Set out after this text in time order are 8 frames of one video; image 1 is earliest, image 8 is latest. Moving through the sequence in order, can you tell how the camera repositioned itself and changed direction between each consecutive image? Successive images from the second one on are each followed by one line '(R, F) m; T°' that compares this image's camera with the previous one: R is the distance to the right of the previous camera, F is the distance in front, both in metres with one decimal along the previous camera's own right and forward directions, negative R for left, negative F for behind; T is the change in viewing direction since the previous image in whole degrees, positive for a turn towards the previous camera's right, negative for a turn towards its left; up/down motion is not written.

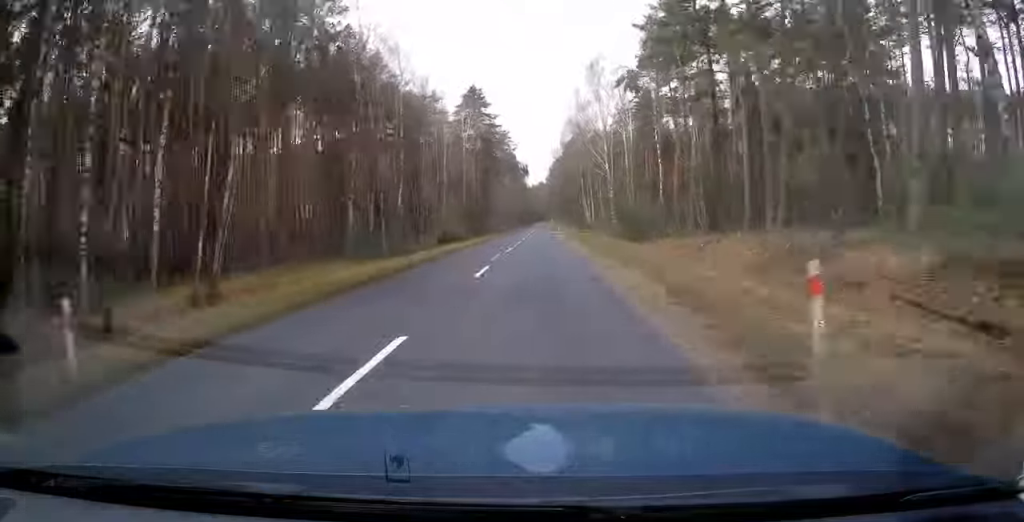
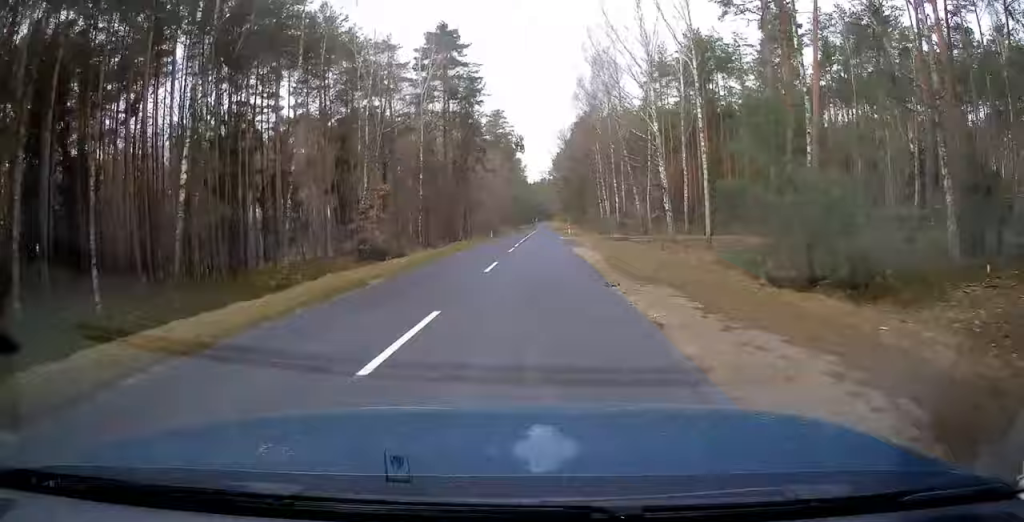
(+0.2, +34.6) m; 0°
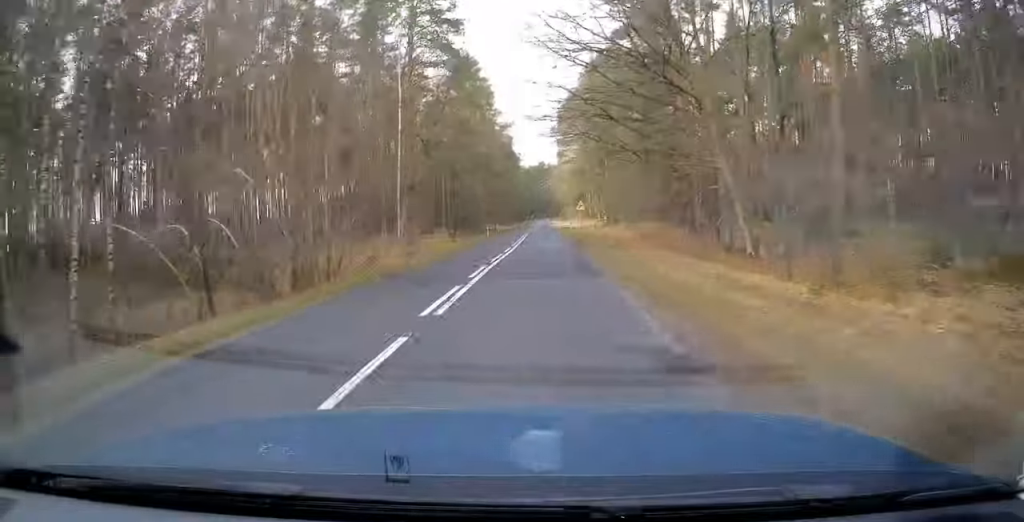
(-0.1, +94.7) m; 0°
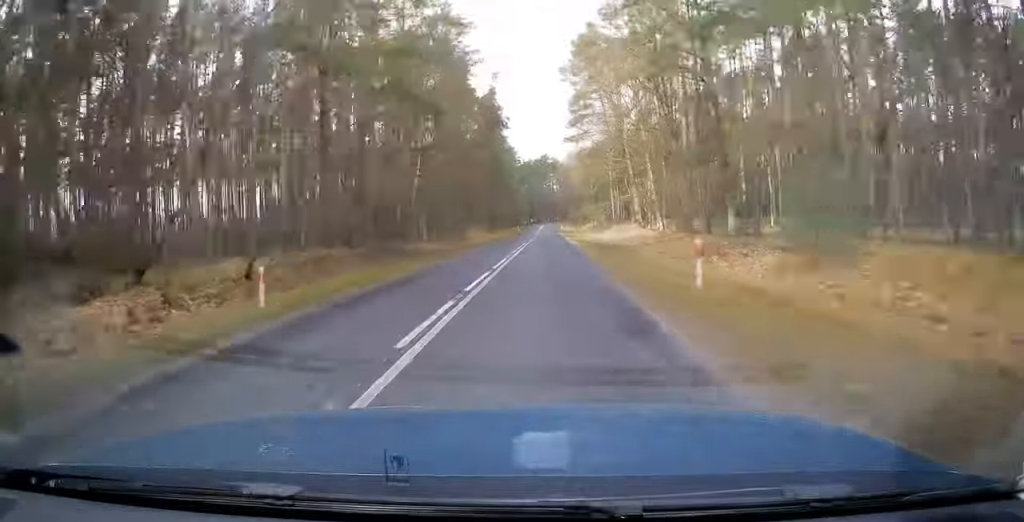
(-0.2, +51.5) m; 0°
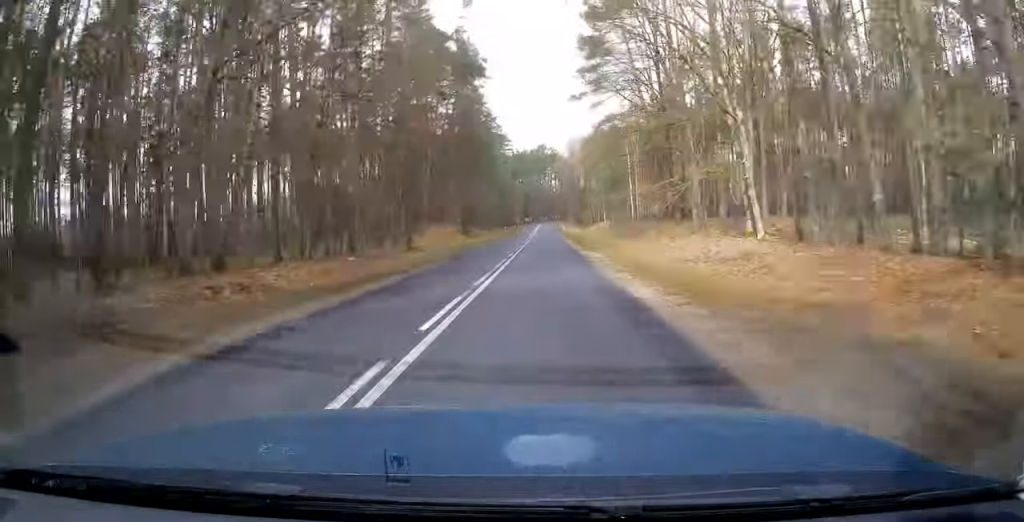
(-0.1, +29.6) m; 0°
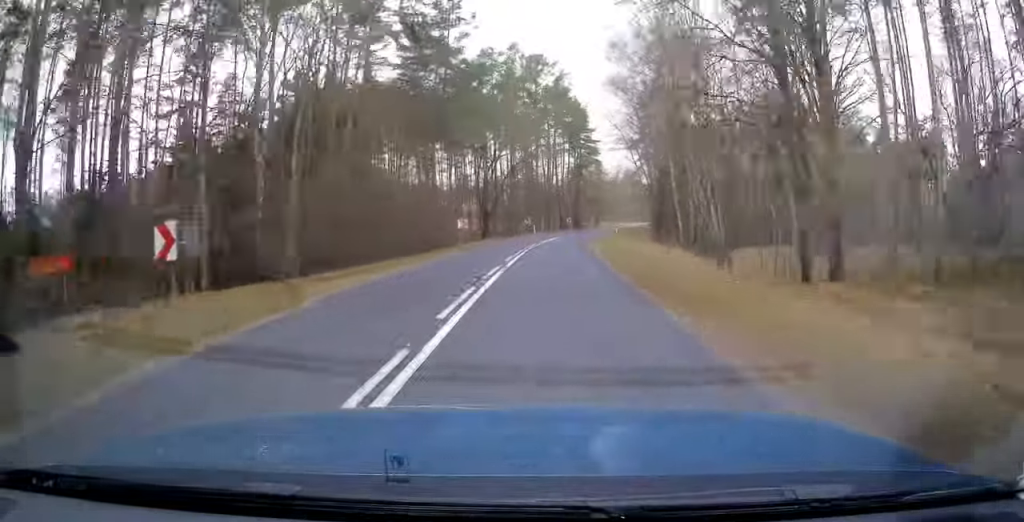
(+0.2, +122.1) m; +3°
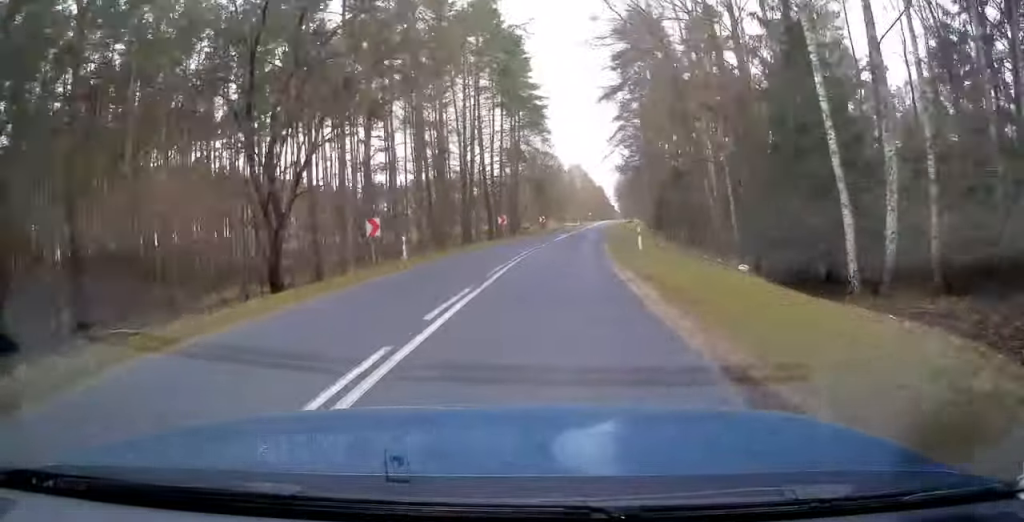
(+2.2, +42.3) m; +4°
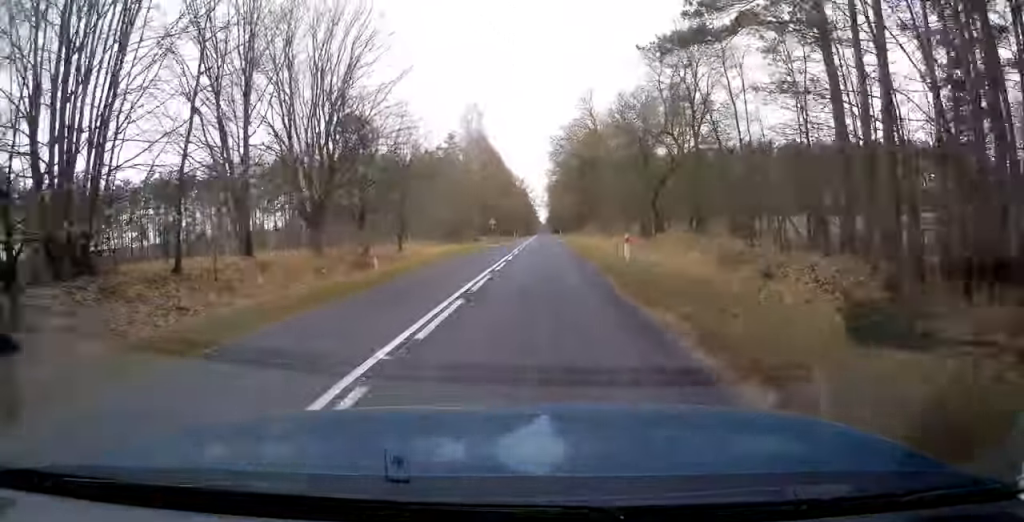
(+7.4, +99.1) m; +7°
